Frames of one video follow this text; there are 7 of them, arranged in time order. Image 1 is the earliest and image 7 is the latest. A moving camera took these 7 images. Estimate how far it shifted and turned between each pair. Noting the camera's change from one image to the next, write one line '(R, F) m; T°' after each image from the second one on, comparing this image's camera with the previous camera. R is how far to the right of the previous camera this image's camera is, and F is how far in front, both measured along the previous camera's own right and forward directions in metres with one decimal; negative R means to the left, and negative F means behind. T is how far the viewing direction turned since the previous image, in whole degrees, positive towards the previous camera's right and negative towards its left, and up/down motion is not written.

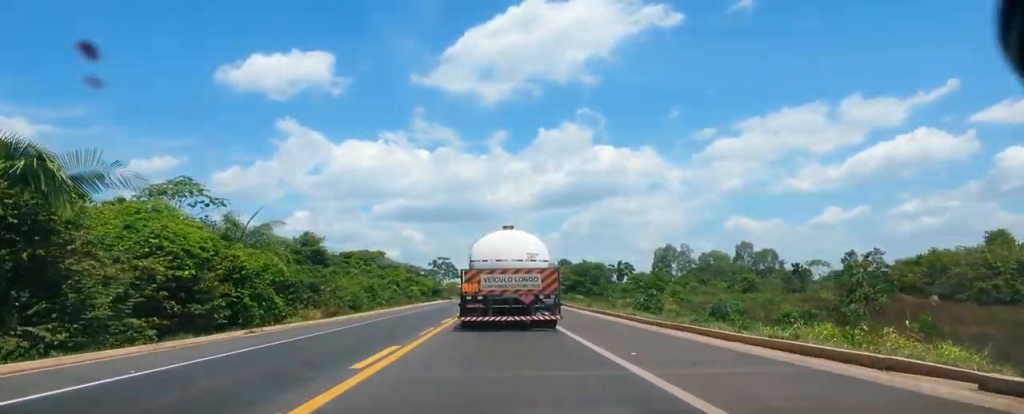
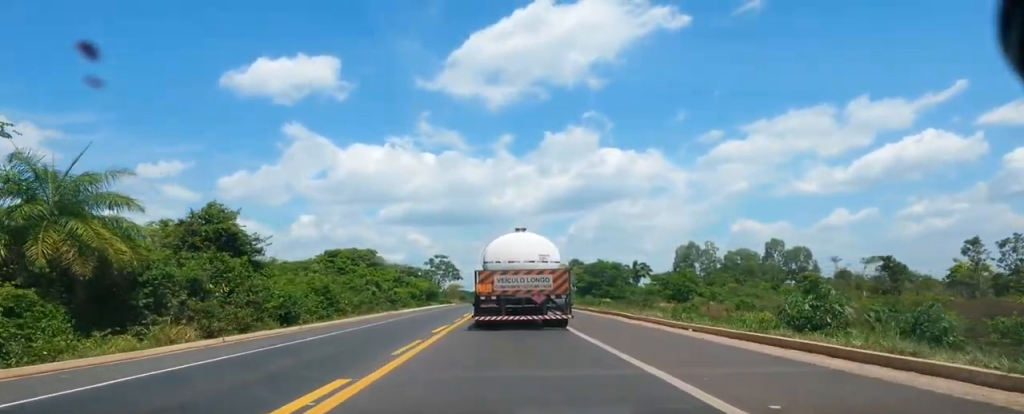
(+0.3, +22.3) m; 0°
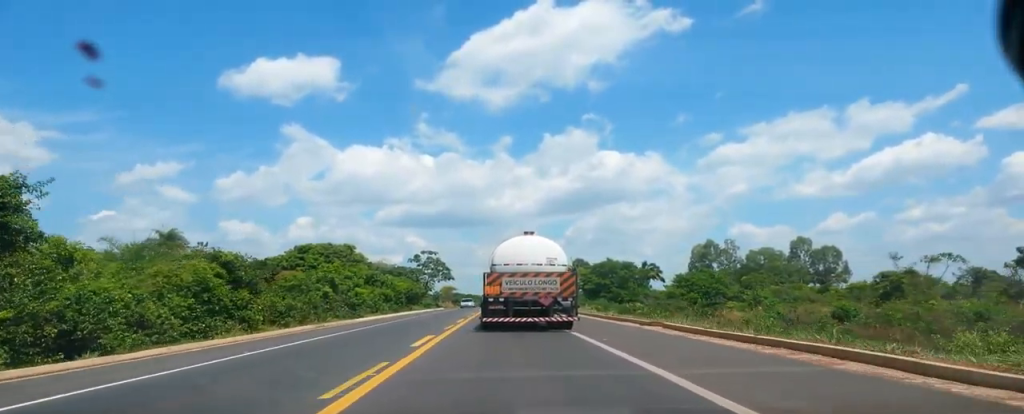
(-0.2, +21.3) m; +2°
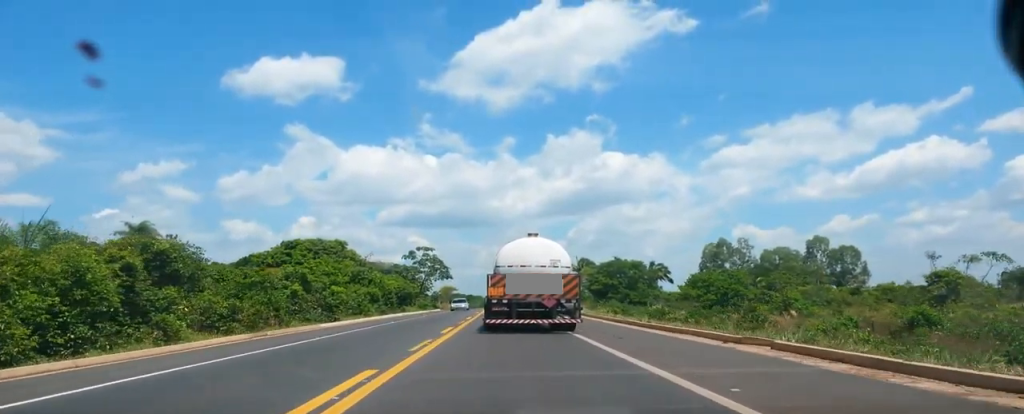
(+0.5, +9.3) m; +1°
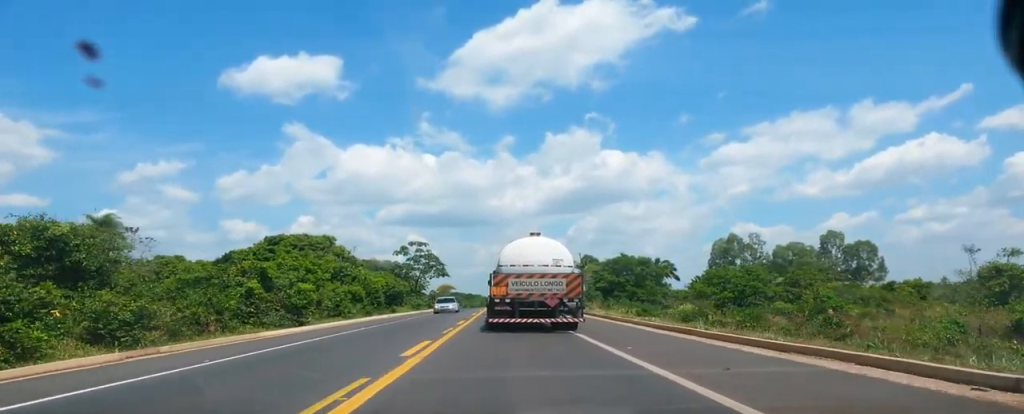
(0.0, +8.8) m; 0°
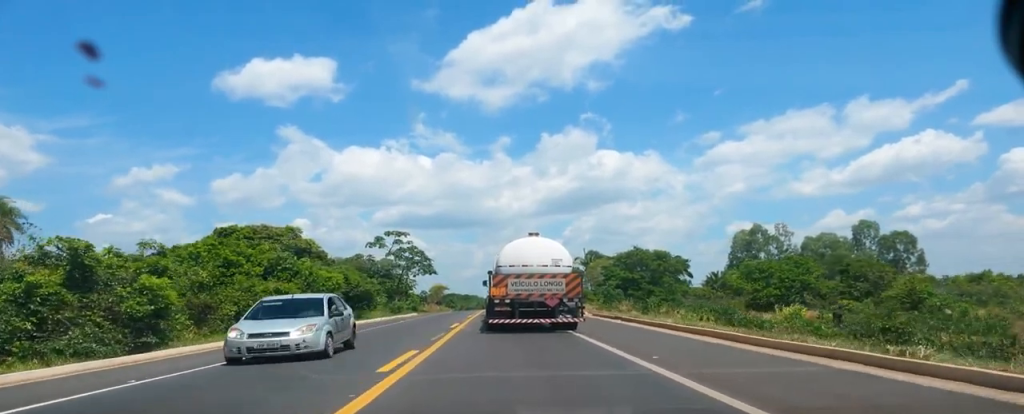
(-0.5, +19.1) m; -3°
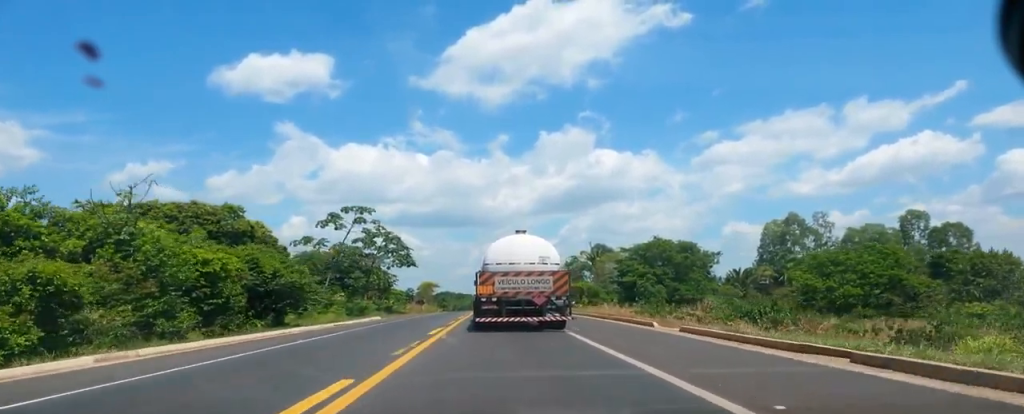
(-0.5, +21.7) m; -1°
